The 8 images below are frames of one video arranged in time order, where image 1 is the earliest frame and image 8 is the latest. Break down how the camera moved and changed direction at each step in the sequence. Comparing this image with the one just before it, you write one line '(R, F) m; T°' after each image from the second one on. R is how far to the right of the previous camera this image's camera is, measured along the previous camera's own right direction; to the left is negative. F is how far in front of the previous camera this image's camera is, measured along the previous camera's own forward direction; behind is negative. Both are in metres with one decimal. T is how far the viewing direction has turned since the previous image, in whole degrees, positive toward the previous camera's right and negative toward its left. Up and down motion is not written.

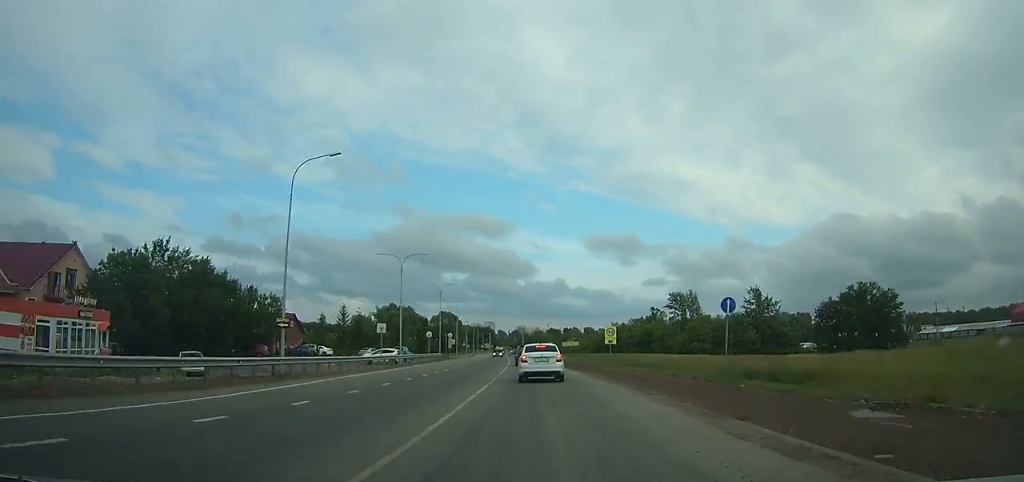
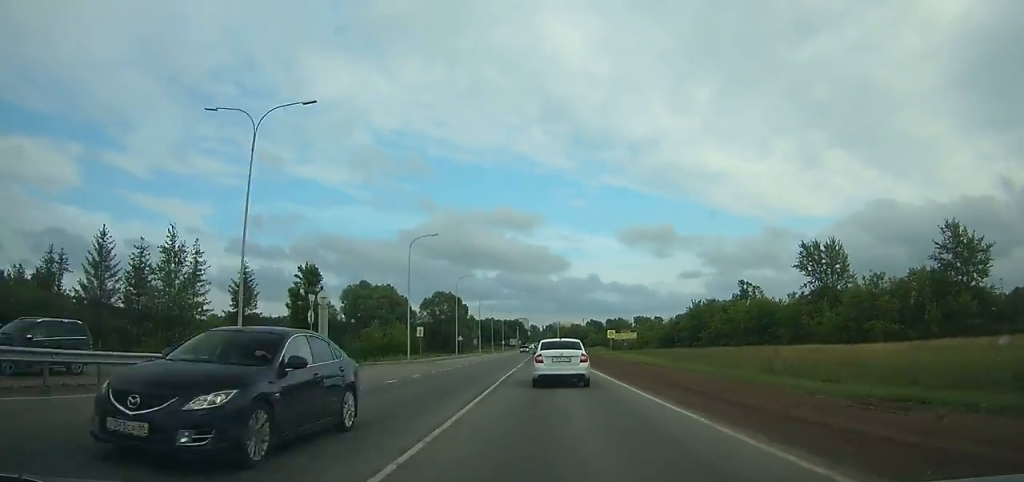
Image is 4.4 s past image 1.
(-2.8, +67.2) m; -3°
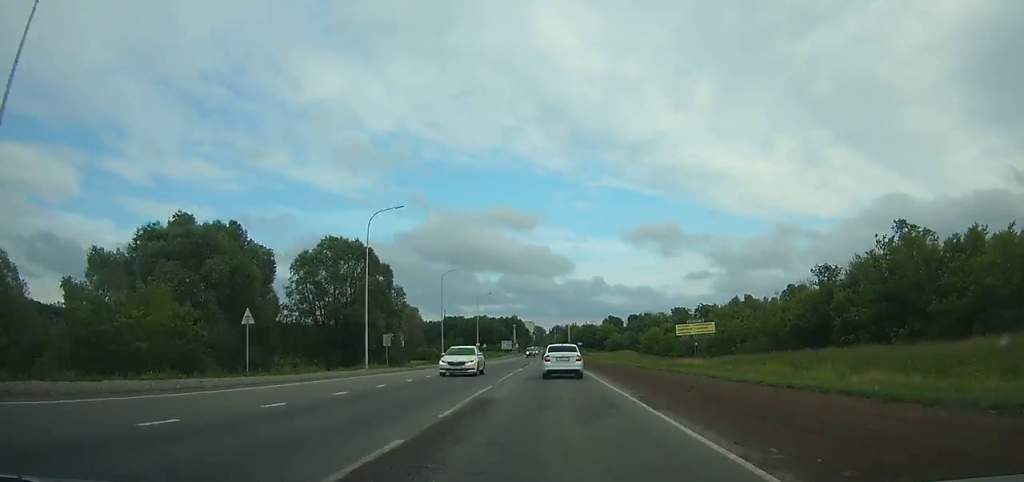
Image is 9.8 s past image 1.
(-0.7, +74.4) m; -1°
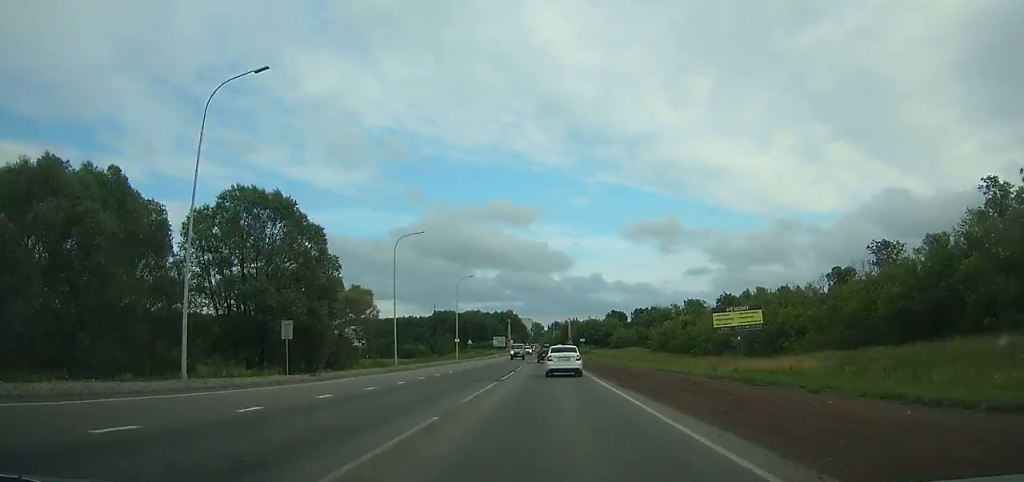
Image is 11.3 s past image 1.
(0.0, +20.8) m; 0°
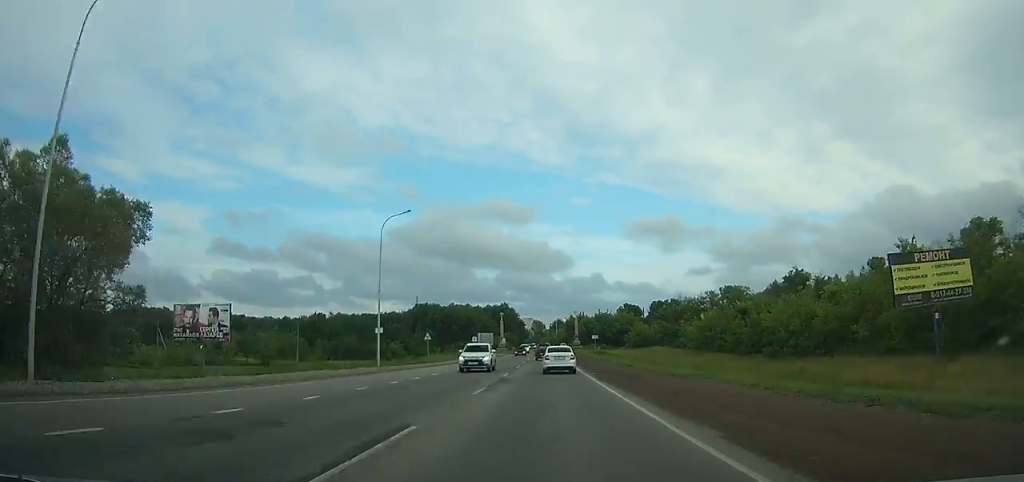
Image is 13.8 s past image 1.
(0.0, +35.5) m; 0°
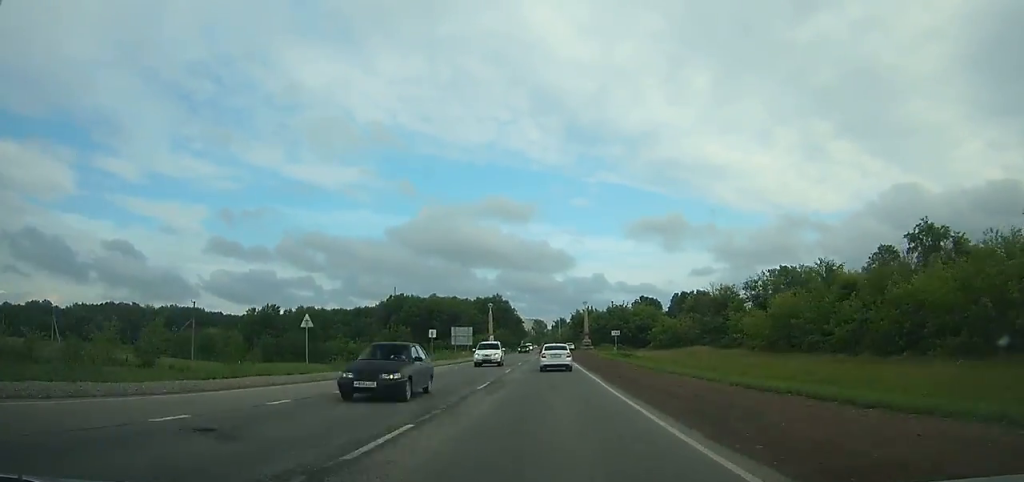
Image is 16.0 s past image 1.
(0.0, +32.1) m; 0°
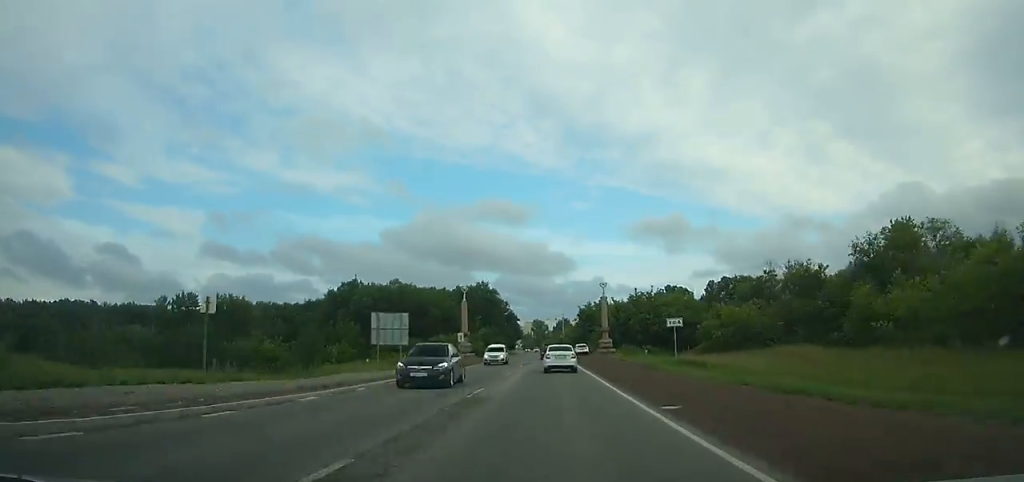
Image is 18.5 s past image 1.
(-0.1, +37.6) m; 0°
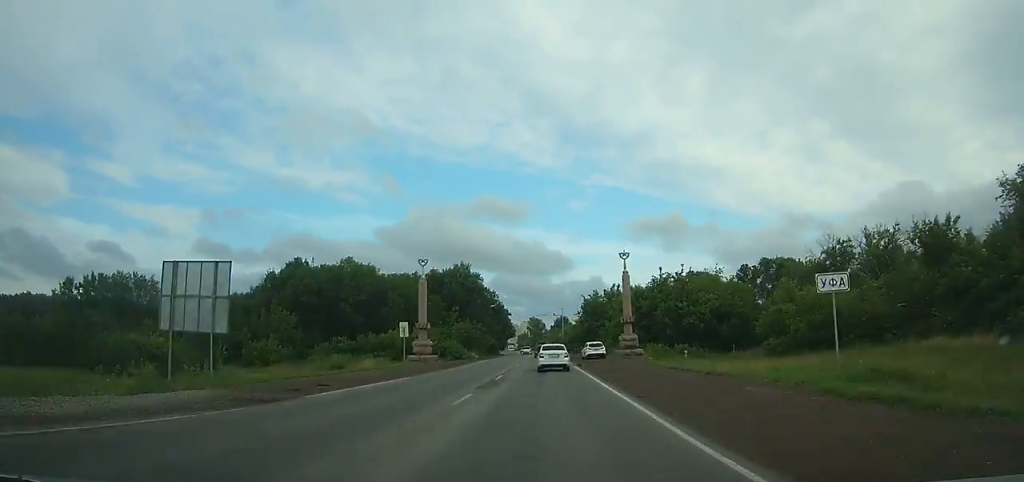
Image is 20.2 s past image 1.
(0.0, +26.3) m; 0°
